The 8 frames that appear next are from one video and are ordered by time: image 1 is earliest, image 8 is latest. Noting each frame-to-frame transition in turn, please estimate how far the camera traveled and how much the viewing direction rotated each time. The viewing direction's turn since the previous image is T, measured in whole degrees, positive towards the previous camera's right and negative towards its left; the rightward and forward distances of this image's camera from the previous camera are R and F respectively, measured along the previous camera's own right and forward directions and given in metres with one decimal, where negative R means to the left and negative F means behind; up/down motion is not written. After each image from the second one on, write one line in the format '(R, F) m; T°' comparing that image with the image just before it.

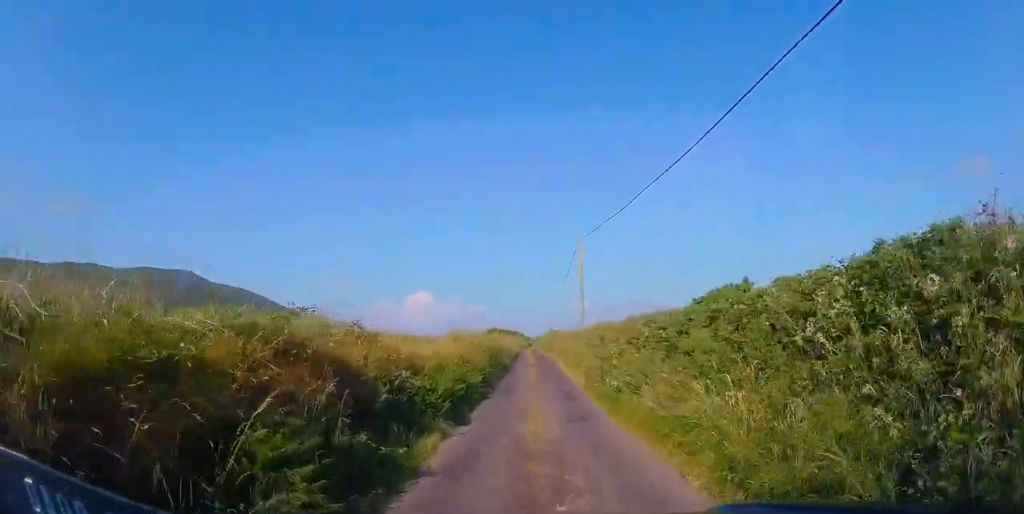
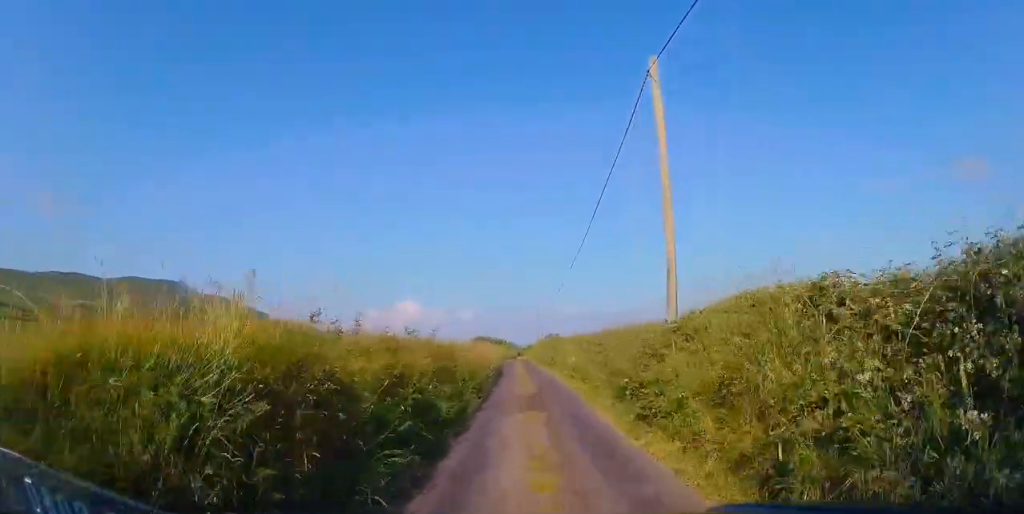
(+0.2, +15.3) m; +1°
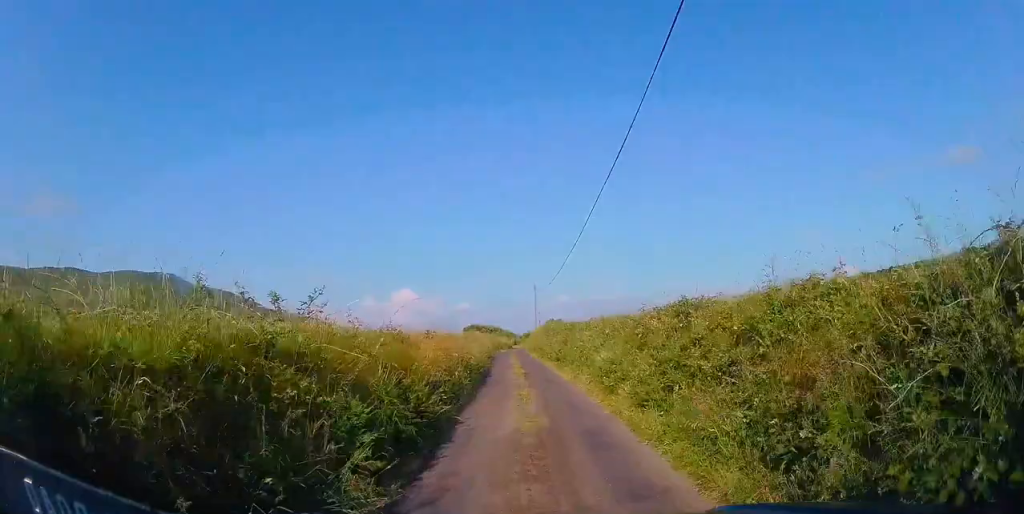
(0.0, +8.0) m; -1°
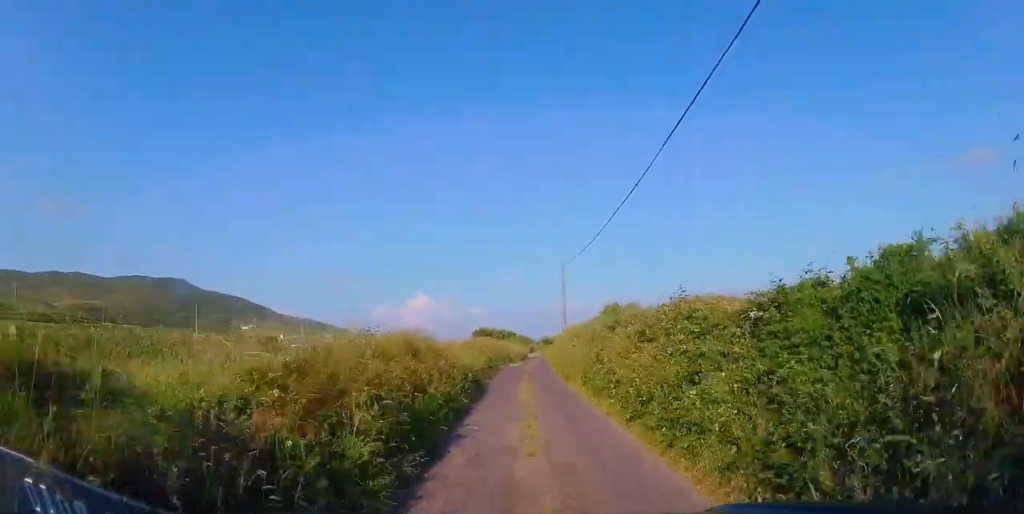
(+0.2, +22.7) m; 0°
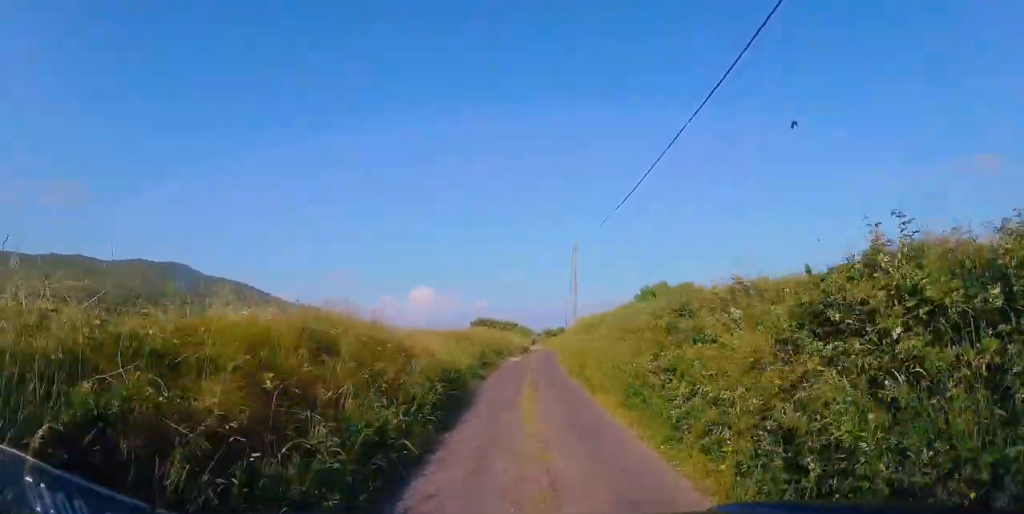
(-0.2, +5.7) m; -1°
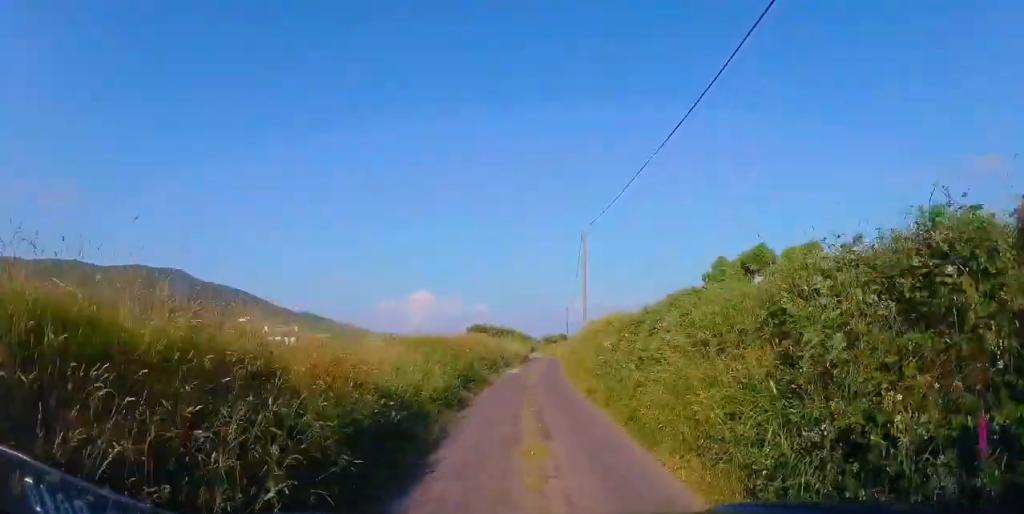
(-0.1, +5.7) m; -1°
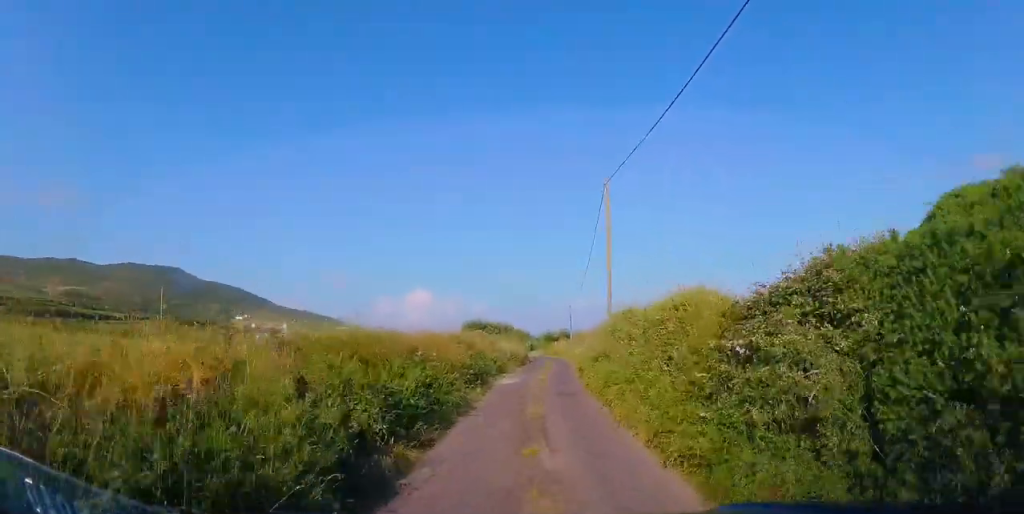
(-0.1, +7.7) m; +1°
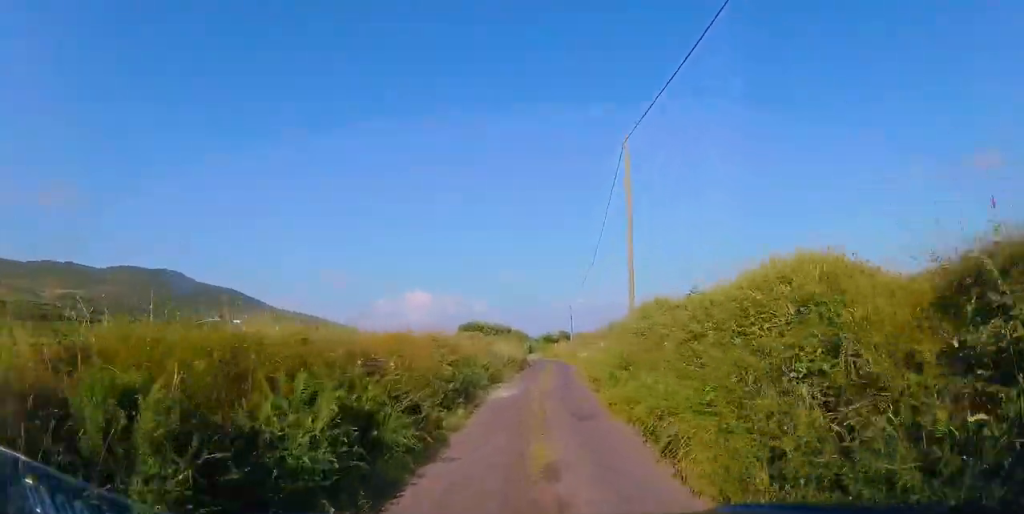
(+0.1, +4.1) m; 0°
